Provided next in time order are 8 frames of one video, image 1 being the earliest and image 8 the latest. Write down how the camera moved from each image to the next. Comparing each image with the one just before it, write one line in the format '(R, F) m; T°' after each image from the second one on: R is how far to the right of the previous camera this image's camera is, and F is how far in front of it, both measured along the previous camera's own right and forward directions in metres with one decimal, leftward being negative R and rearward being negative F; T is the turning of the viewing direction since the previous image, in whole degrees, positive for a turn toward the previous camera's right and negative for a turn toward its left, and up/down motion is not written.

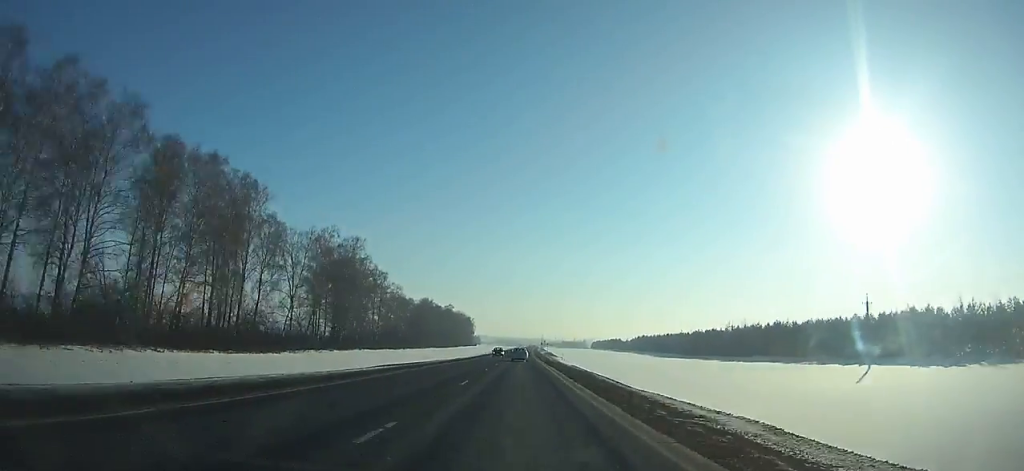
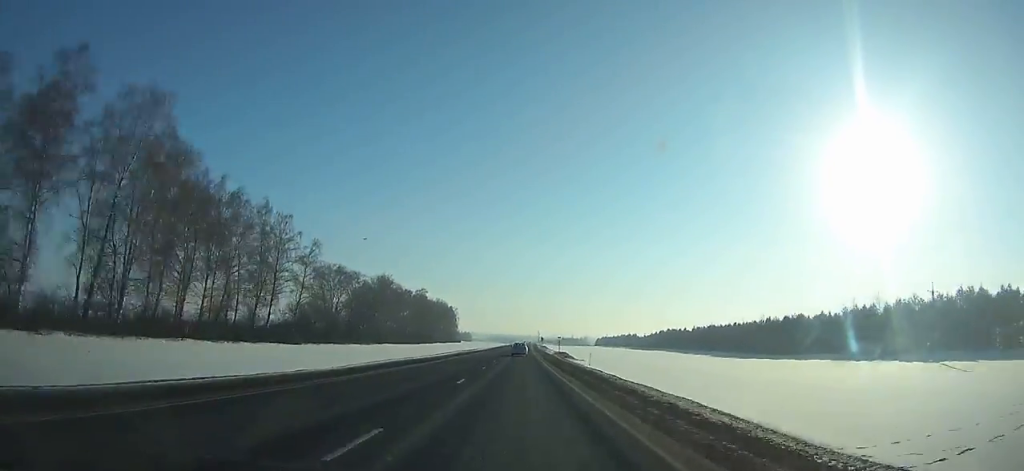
(+0.3, +73.4) m; +1°
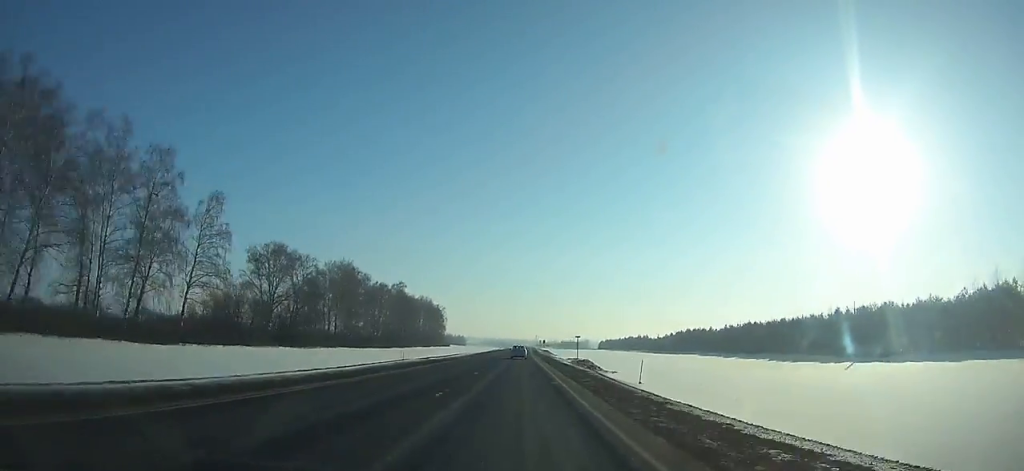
(+0.1, +39.2) m; 0°
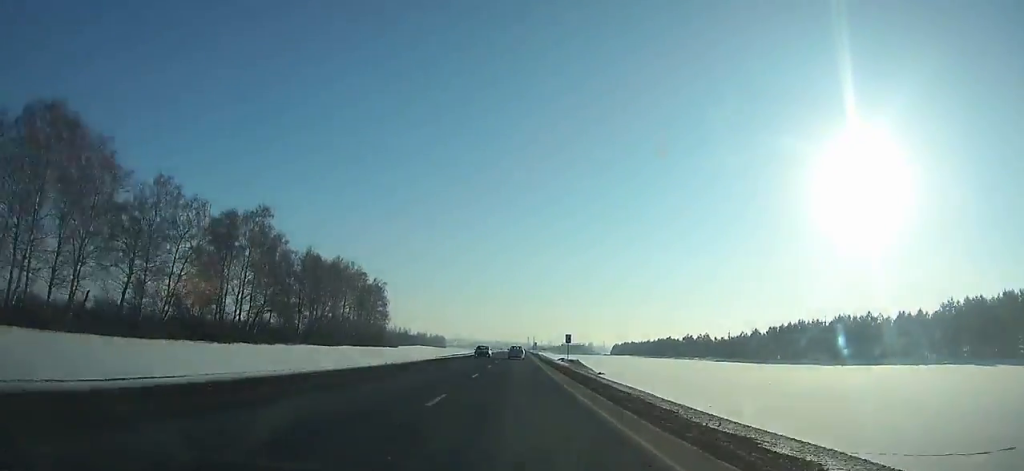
(+0.6, +109.7) m; +1°
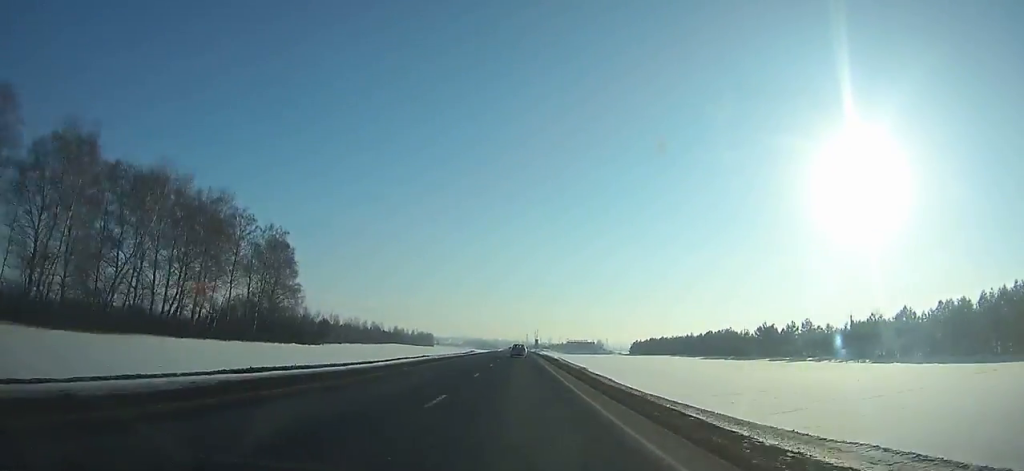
(+0.2, +72.0) m; 0°
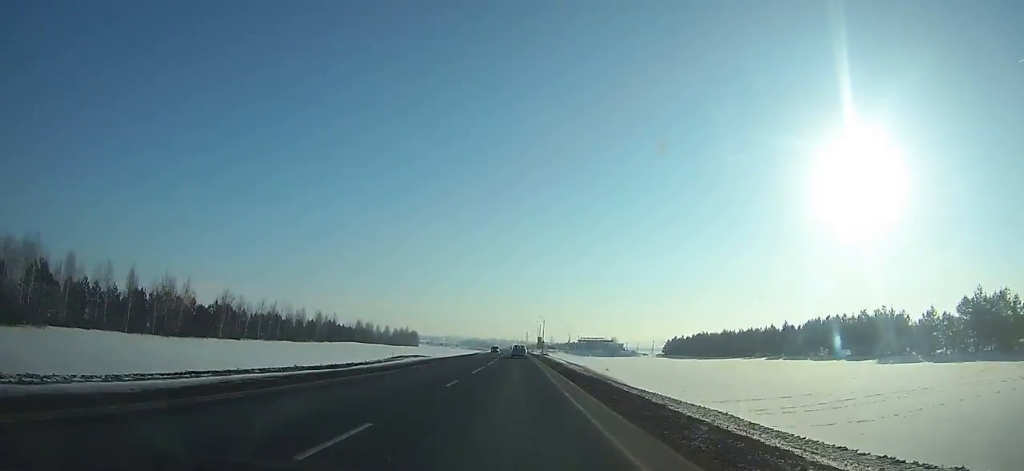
(+0.3, +78.1) m; 0°
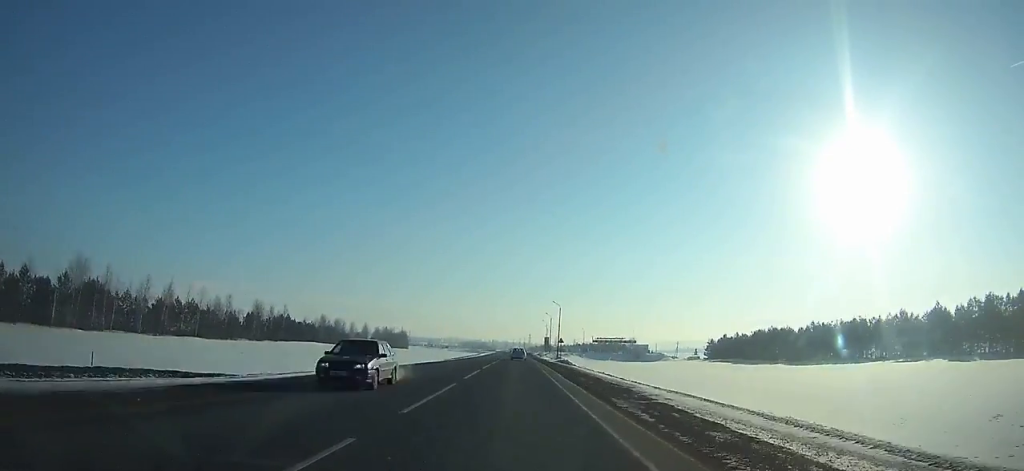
(-0.1, +54.0) m; 0°
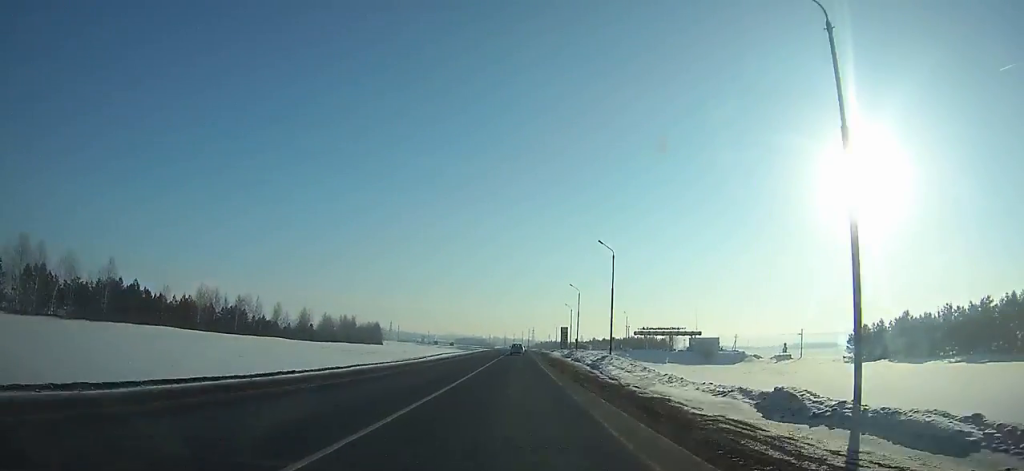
(-0.4, +86.7) m; 0°
